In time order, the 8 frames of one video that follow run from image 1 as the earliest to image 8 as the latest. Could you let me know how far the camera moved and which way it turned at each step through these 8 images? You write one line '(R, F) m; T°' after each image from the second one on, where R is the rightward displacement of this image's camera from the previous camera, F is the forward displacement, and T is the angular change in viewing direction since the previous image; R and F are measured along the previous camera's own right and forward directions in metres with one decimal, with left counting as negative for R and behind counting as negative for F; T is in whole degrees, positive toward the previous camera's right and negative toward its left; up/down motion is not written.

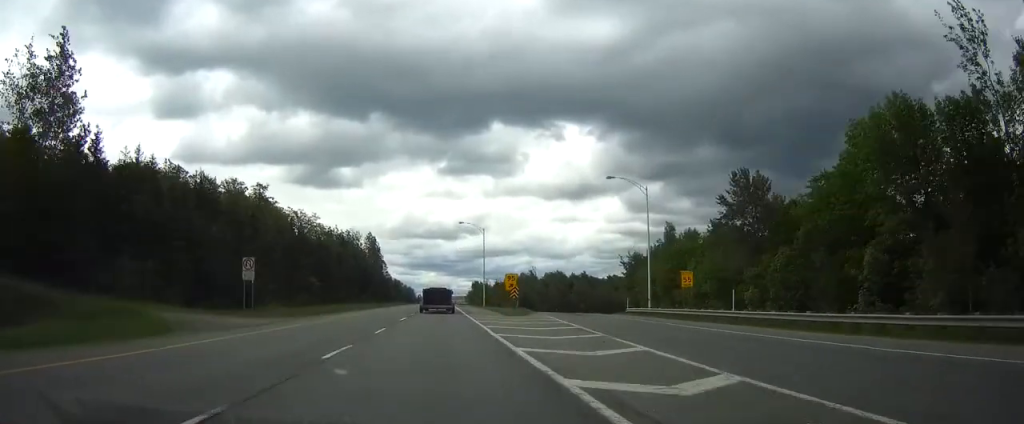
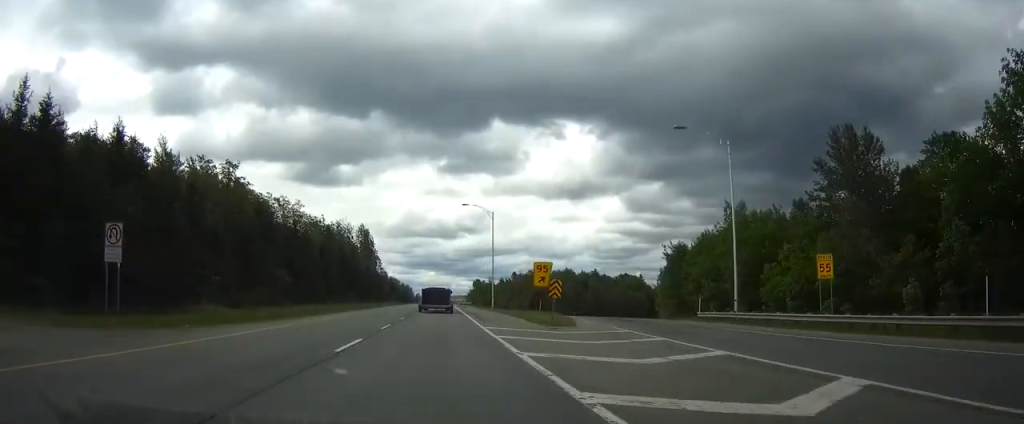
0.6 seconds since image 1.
(-0.1, +20.0) m; 0°
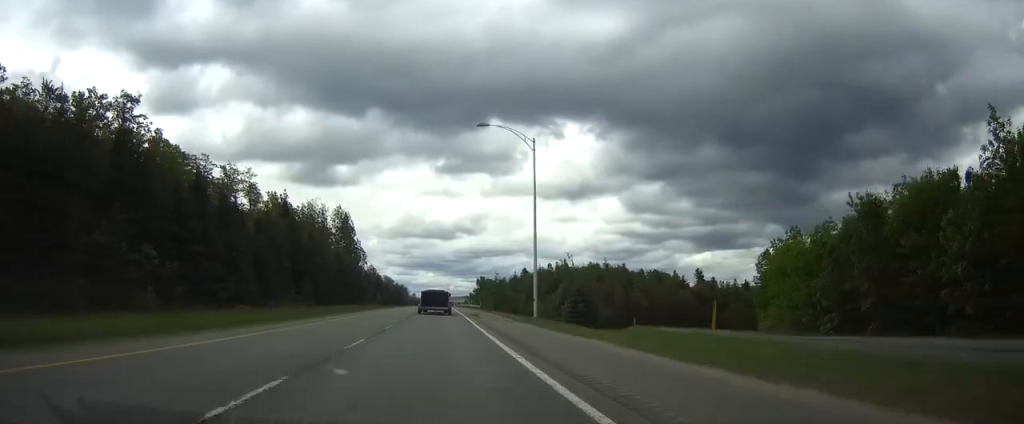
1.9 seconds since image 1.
(+0.2, +40.7) m; 0°
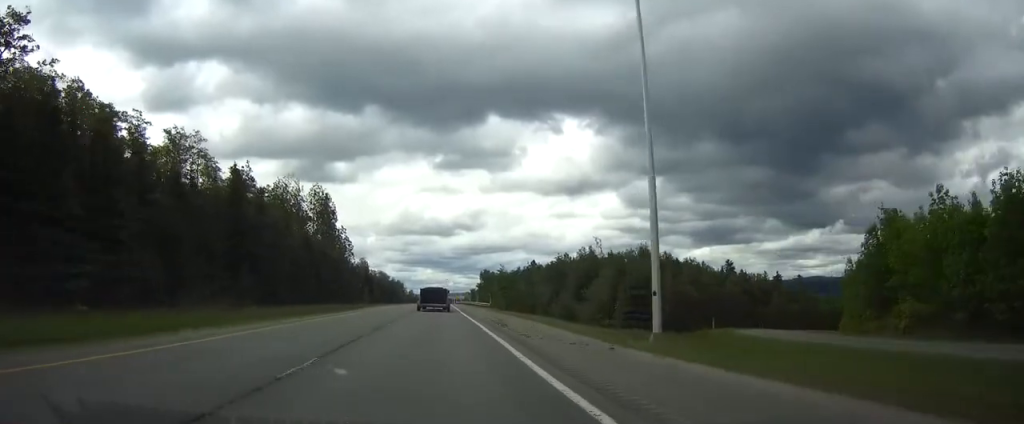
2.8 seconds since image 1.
(0.0, +26.1) m; 0°
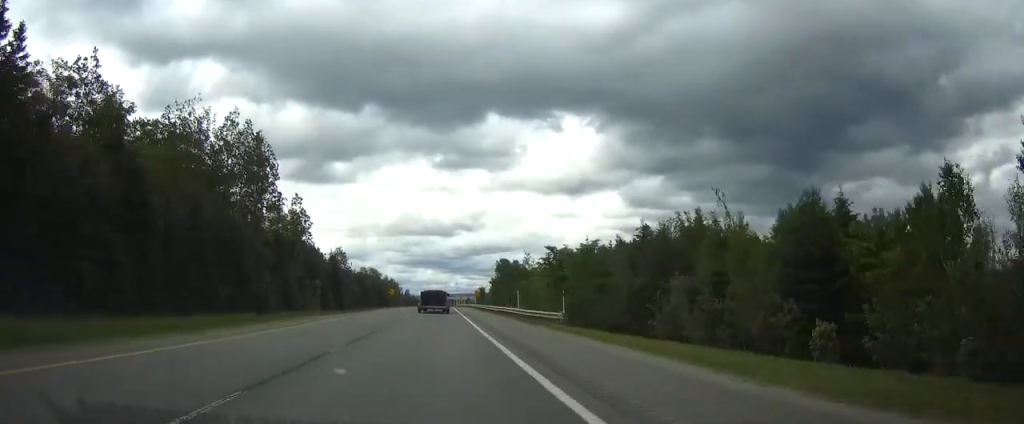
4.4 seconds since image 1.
(+0.2, +52.3) m; 0°
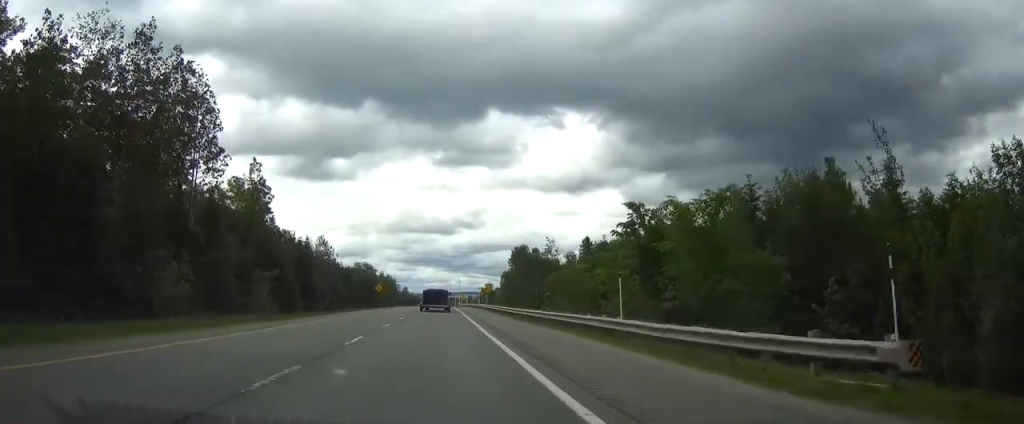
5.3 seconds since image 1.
(-0.1, +26.3) m; 0°
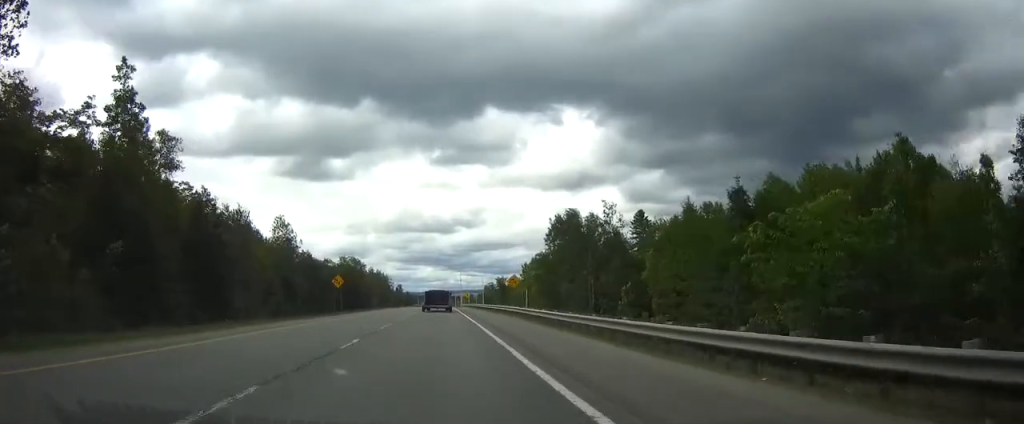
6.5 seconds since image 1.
(-0.1, +39.0) m; 0°
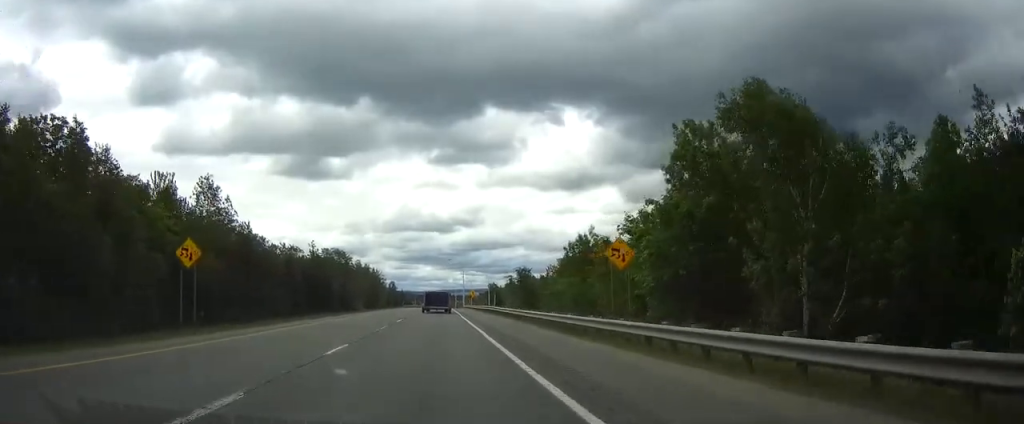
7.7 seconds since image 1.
(+0.1, +38.2) m; 0°
